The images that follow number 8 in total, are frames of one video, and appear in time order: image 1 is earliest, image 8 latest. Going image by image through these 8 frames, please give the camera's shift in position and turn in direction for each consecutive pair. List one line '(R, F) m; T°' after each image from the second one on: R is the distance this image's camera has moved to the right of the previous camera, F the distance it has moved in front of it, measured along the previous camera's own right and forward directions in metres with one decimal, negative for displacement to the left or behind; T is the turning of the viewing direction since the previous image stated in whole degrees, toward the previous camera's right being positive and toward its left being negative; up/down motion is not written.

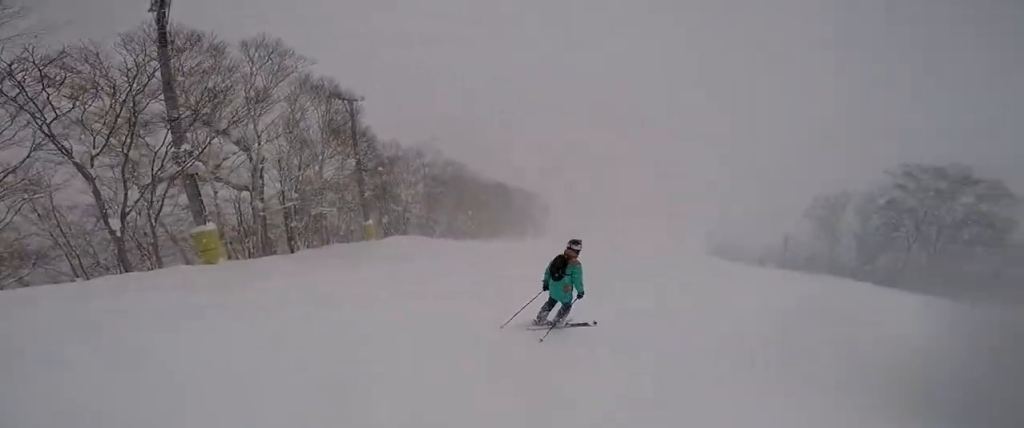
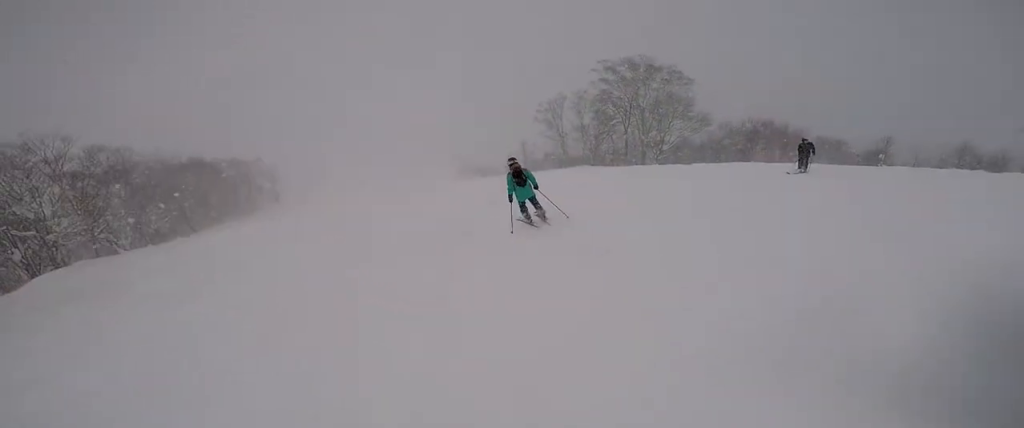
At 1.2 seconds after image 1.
(+1.3, +4.8) m; +21°
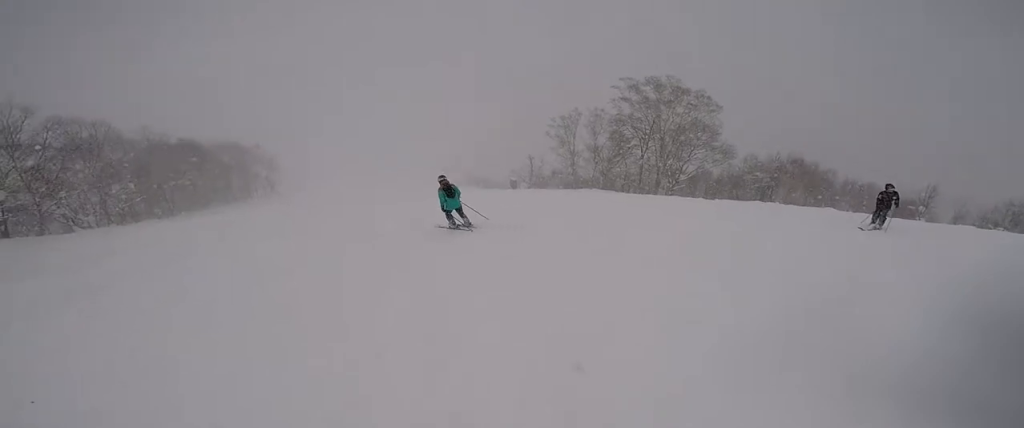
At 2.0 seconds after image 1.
(+0.4, +3.5) m; -1°
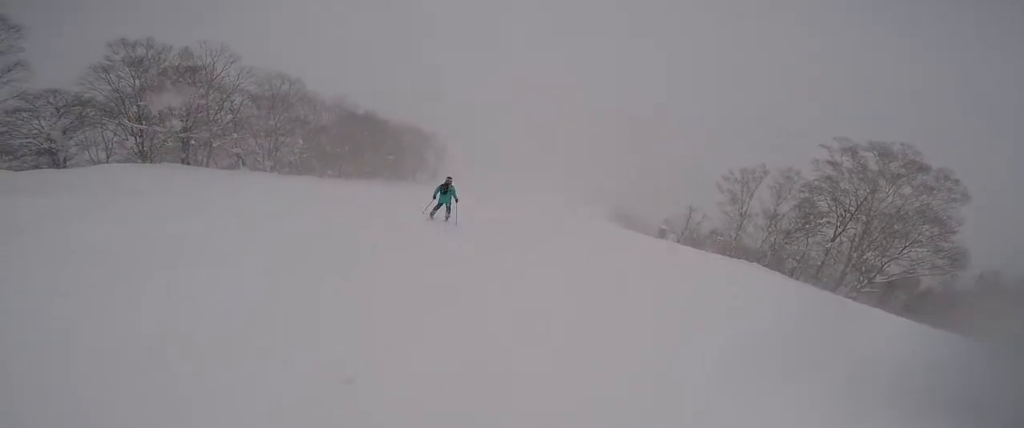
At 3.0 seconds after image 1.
(-0.6, +4.2) m; -20°
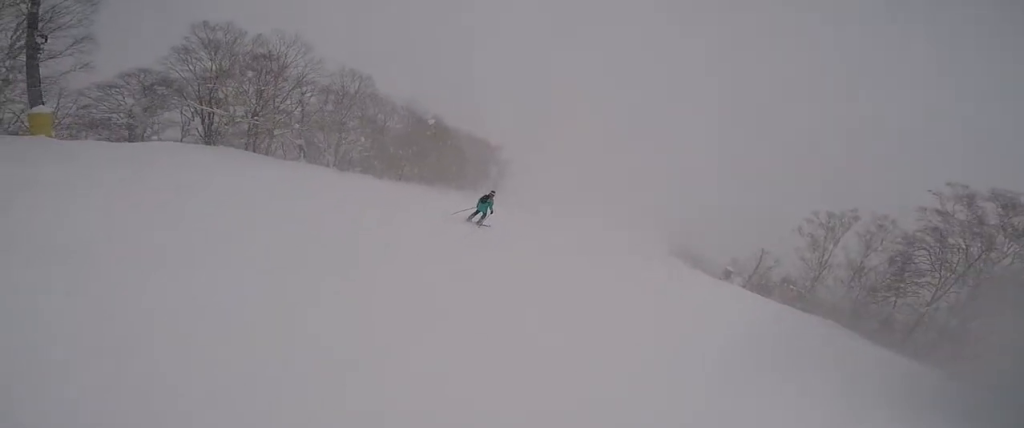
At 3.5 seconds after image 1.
(-0.4, +1.9) m; -8°
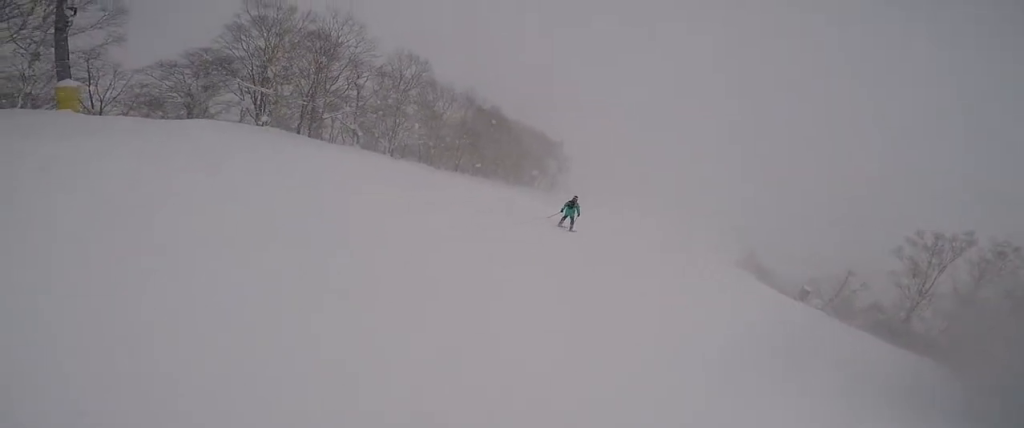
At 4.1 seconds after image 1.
(-0.3, +2.5) m; -9°
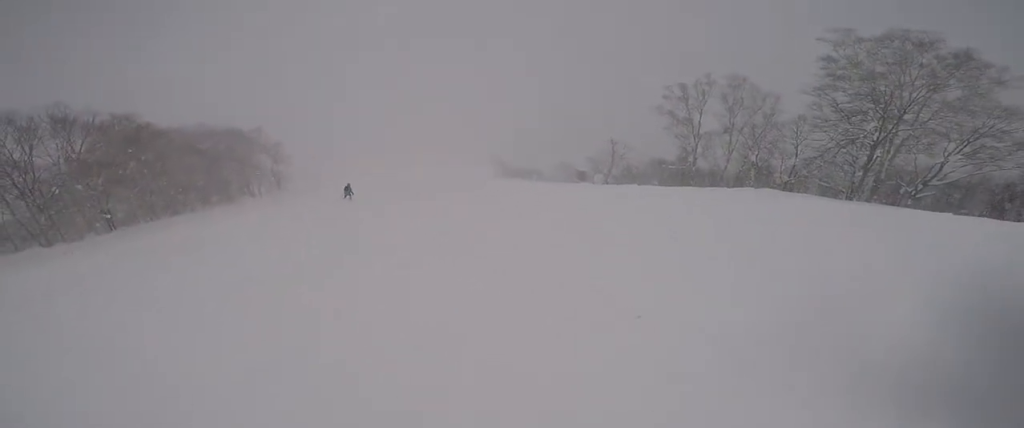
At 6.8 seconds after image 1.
(+3.5, +11.3) m; +30°
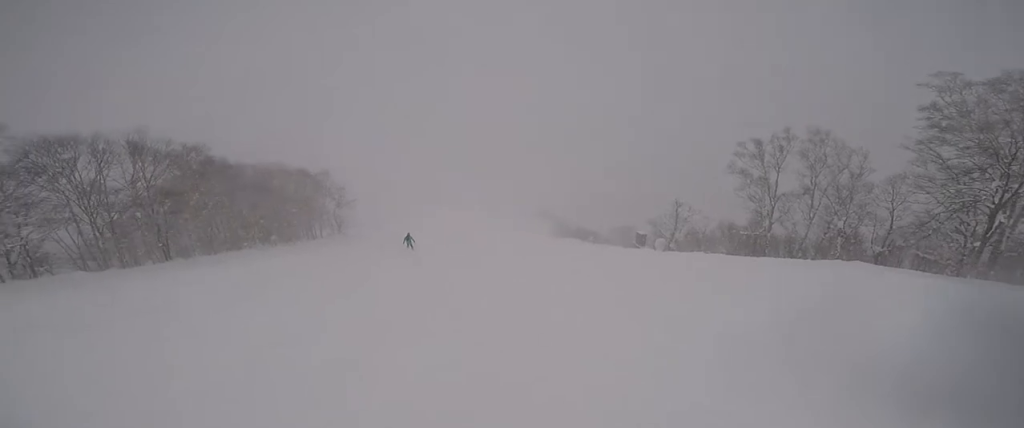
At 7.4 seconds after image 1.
(-0.4, +2.6) m; -11°
